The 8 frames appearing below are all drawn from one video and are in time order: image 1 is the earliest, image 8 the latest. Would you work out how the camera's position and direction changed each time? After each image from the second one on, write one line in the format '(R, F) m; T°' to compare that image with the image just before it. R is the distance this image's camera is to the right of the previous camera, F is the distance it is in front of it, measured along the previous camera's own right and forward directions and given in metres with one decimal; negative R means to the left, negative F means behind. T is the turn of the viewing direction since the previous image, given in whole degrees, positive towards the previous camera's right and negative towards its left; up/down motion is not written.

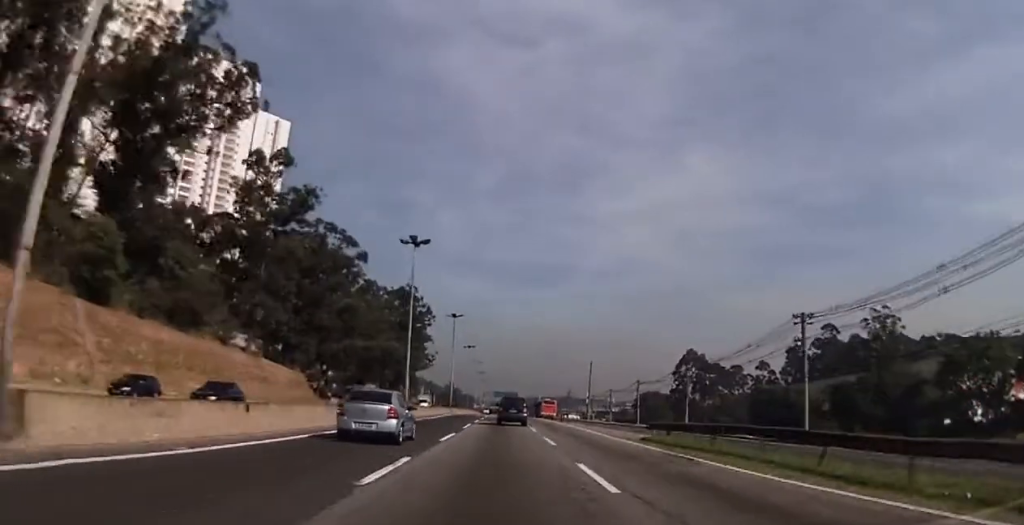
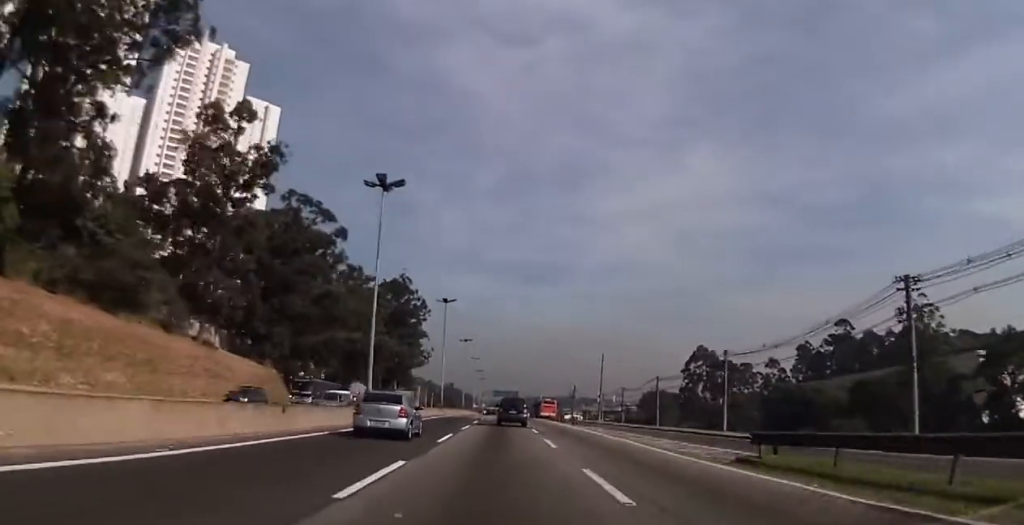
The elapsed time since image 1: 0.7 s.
(+0.1, +11.3) m; 0°
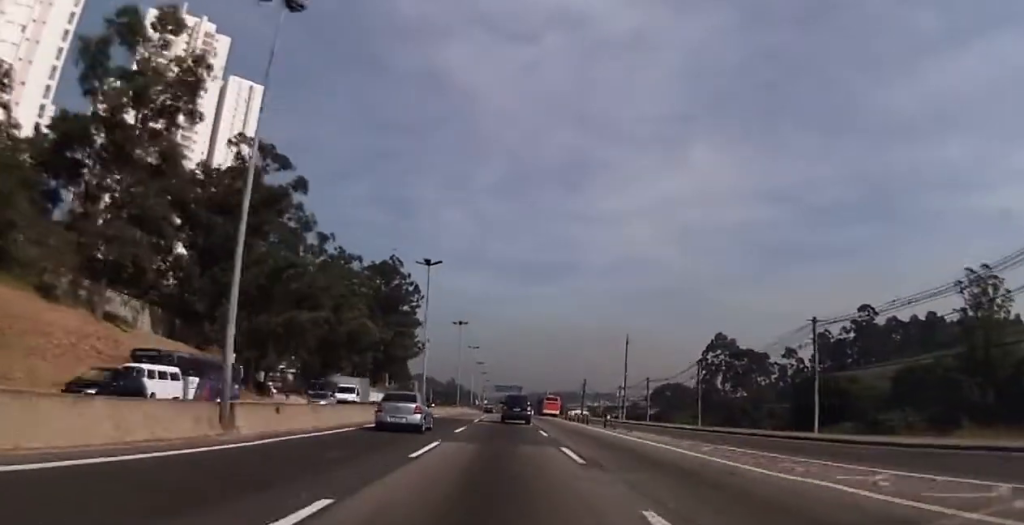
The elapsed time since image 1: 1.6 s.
(+0.1, +17.1) m; -1°
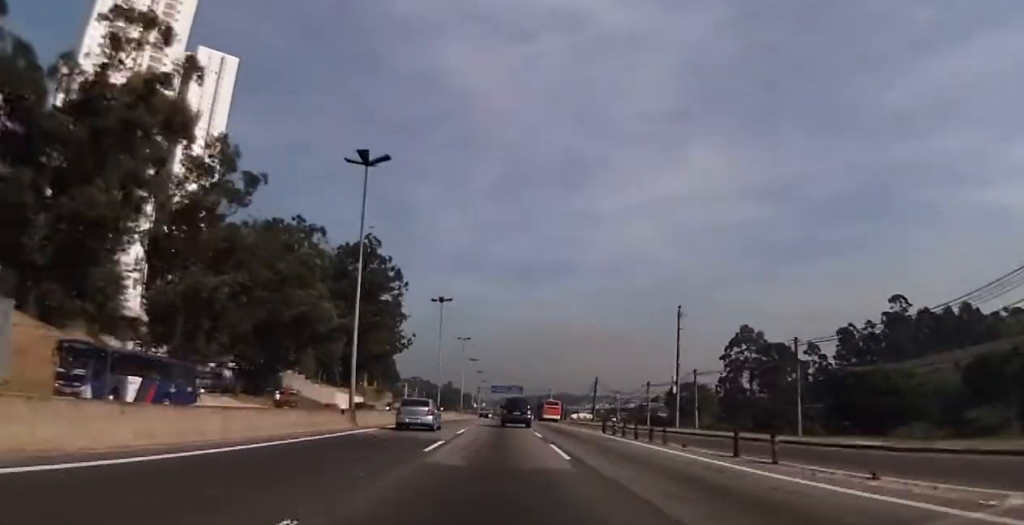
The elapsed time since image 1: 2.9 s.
(-0.4, +26.0) m; 0°
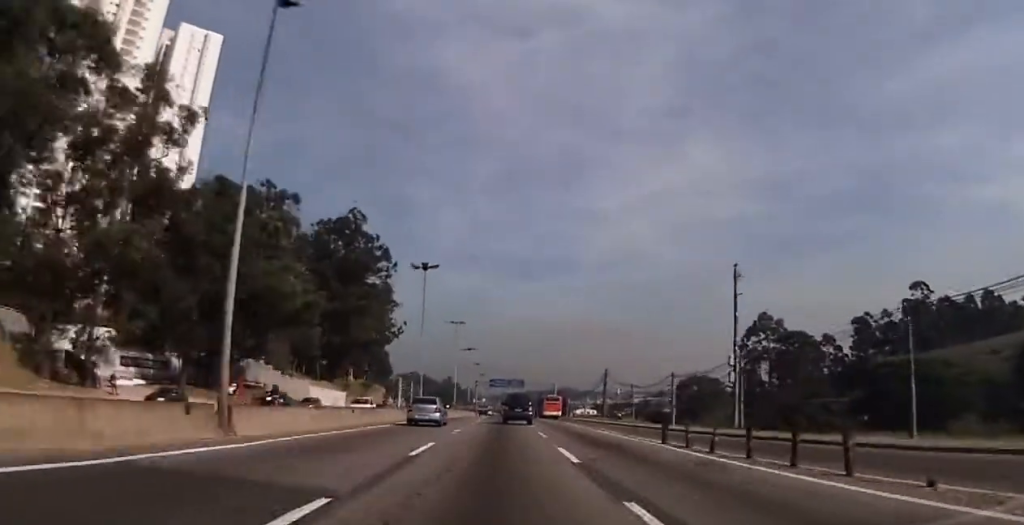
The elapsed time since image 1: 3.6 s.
(0.0, +15.6) m; +1°
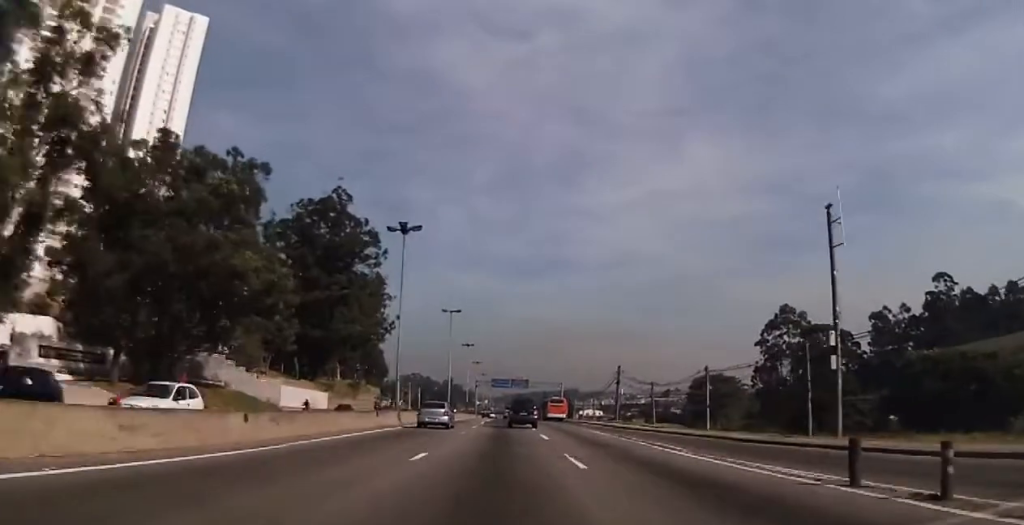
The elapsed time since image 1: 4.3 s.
(+0.2, +14.9) m; 0°
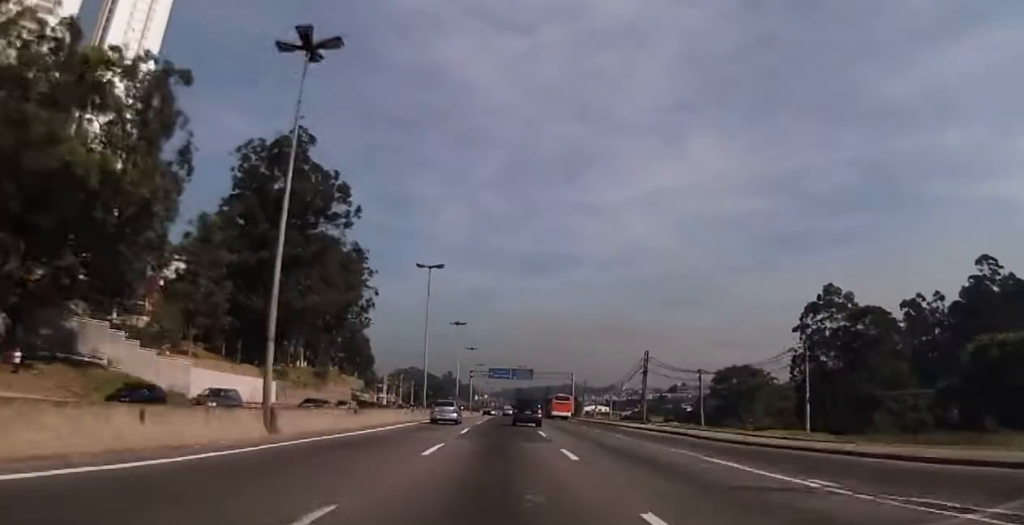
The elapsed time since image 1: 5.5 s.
(-0.1, +23.9) m; -1°
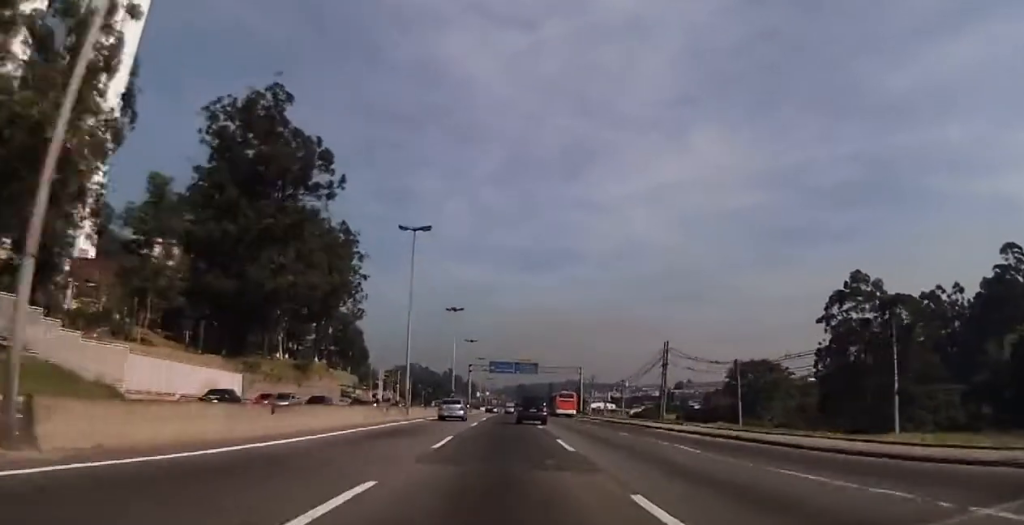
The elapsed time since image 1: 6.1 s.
(-0.1, +11.2) m; 0°
